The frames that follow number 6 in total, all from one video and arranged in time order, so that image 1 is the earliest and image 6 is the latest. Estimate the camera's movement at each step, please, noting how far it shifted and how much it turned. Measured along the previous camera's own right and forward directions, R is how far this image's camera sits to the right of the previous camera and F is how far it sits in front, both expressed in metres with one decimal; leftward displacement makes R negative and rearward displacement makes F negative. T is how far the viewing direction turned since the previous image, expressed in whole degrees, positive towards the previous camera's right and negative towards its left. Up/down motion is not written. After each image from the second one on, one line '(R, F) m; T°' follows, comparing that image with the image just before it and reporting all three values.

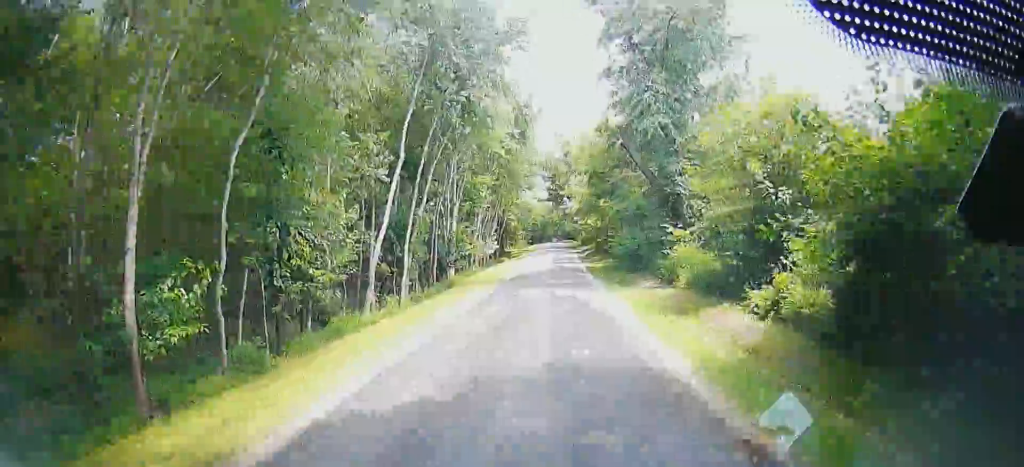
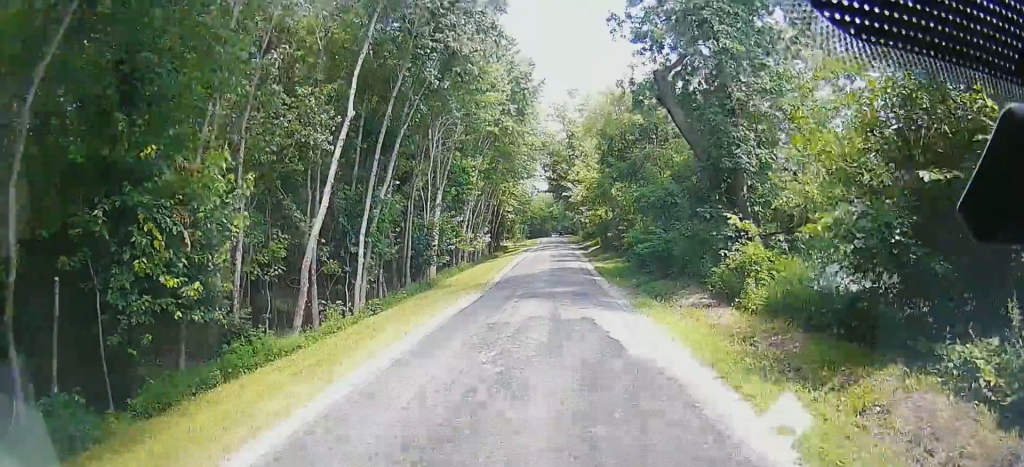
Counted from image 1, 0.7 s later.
(0.0, +7.3) m; 0°
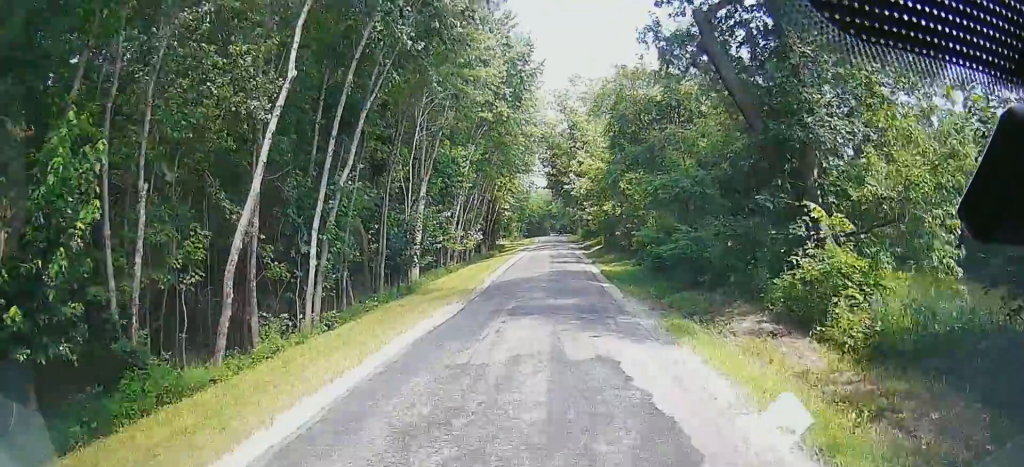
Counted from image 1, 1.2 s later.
(0.0, +4.8) m; 0°
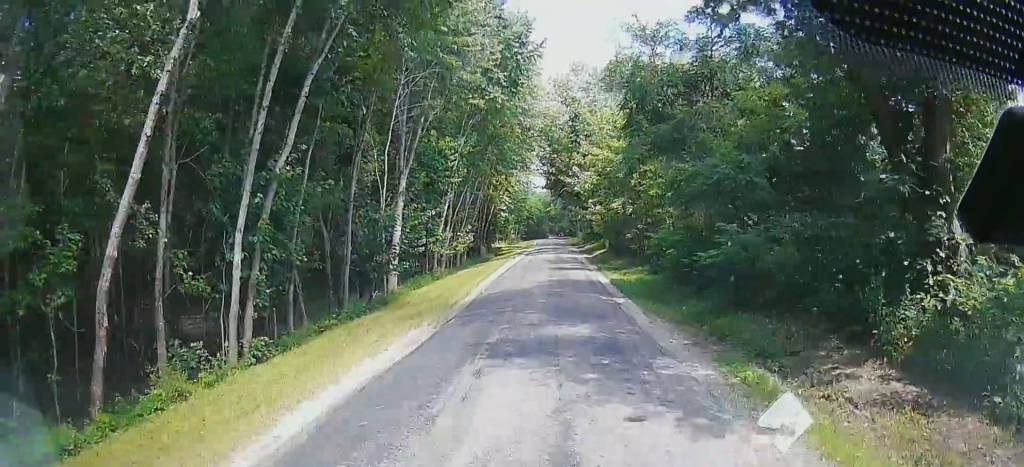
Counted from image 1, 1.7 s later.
(0.0, +4.9) m; 0°
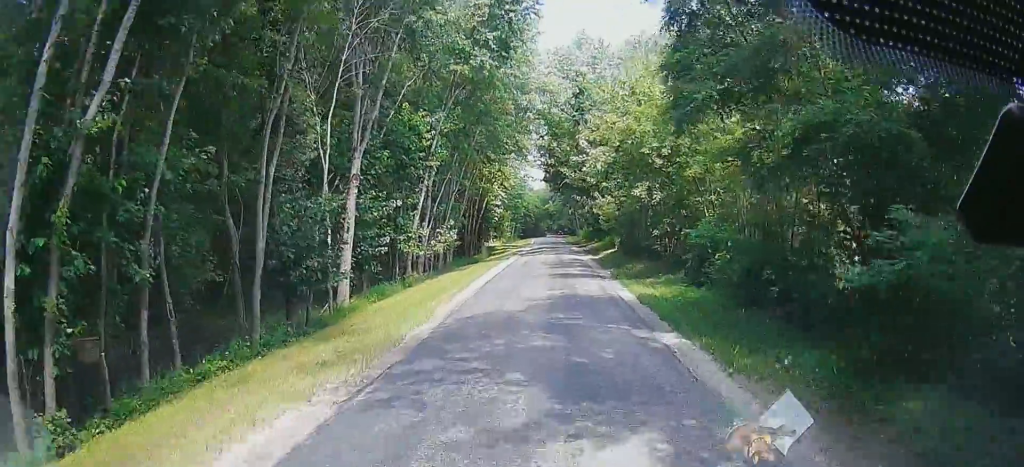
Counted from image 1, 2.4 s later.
(0.0, +7.6) m; 0°
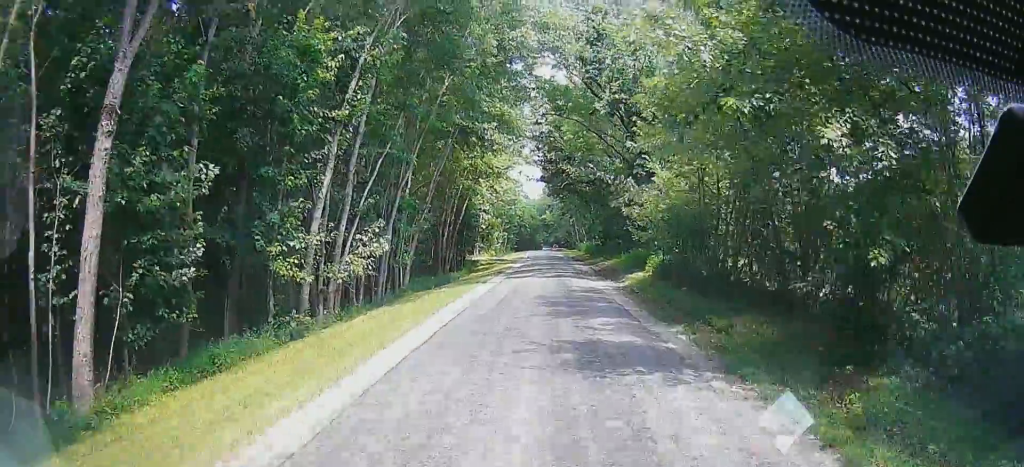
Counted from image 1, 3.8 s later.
(0.0, +15.6) m; 0°
